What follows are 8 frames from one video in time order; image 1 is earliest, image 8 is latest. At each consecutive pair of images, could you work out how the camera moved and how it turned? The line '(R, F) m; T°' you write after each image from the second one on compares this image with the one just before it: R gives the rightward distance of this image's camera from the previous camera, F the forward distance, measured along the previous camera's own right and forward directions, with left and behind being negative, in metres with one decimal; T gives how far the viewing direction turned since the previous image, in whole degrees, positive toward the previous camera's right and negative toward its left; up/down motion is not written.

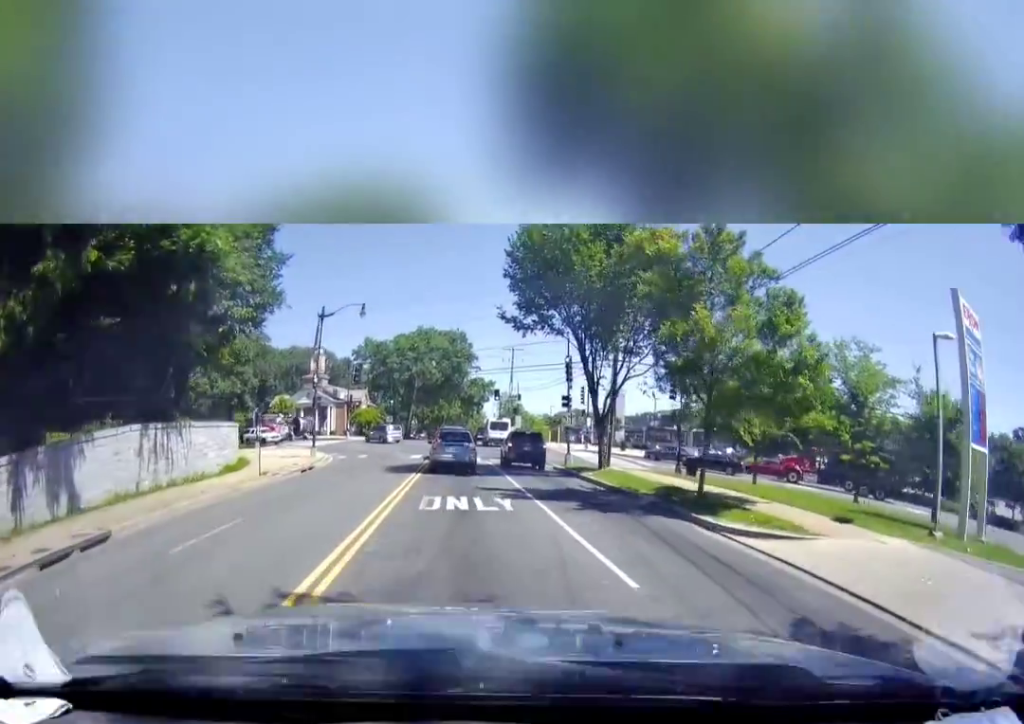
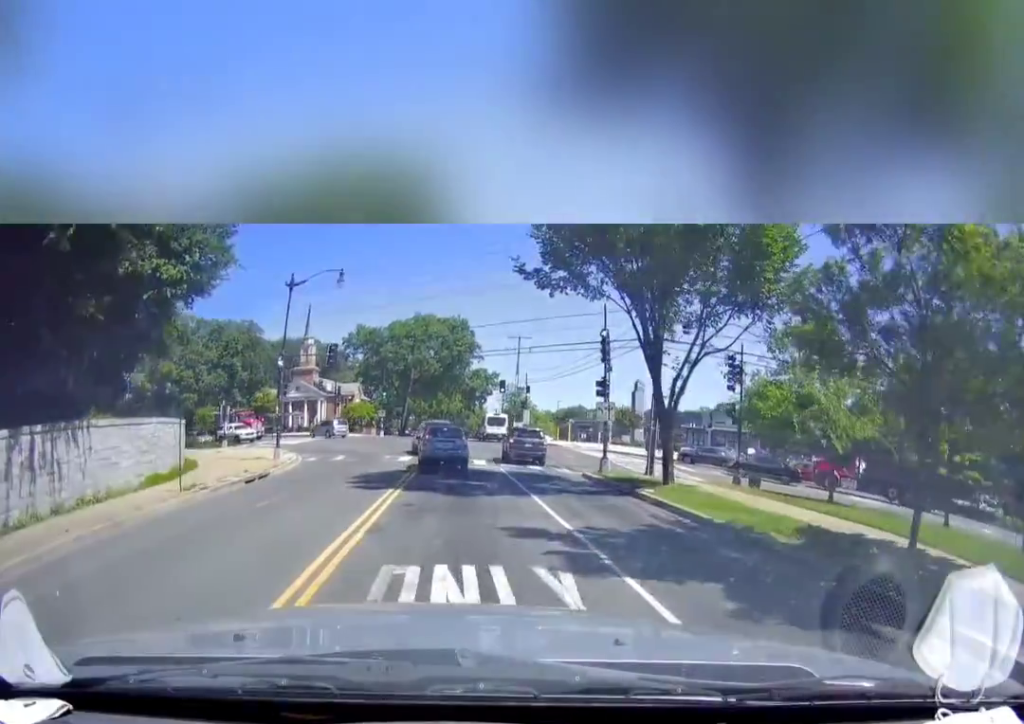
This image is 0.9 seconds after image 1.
(+0.6, +6.7) m; +4°
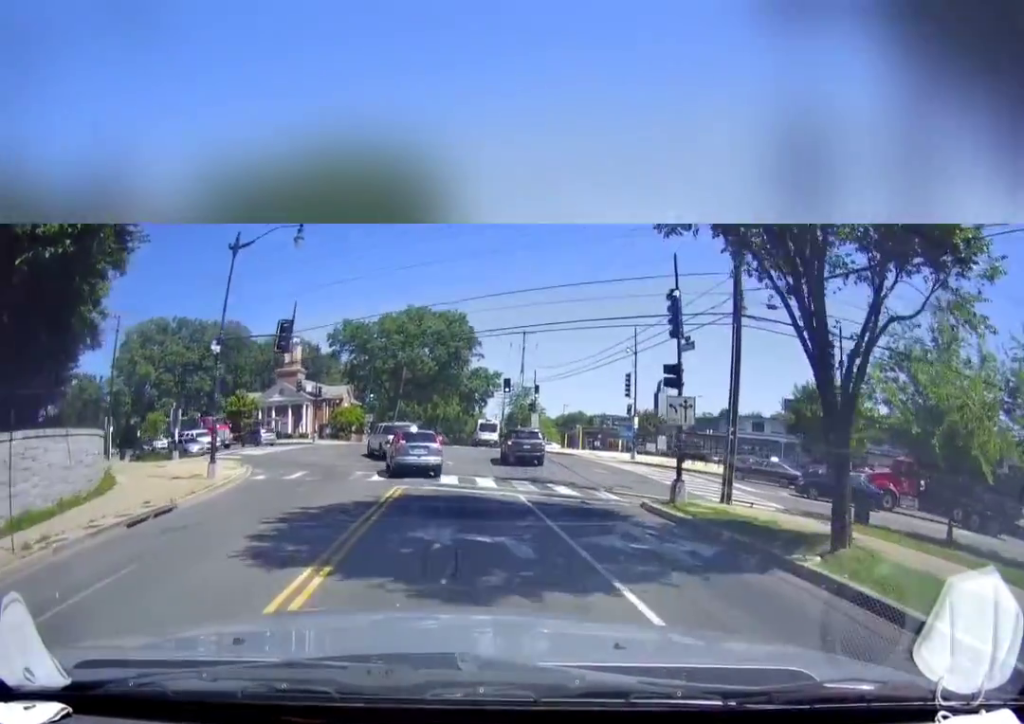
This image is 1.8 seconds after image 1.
(+0.1, +7.9) m; -1°
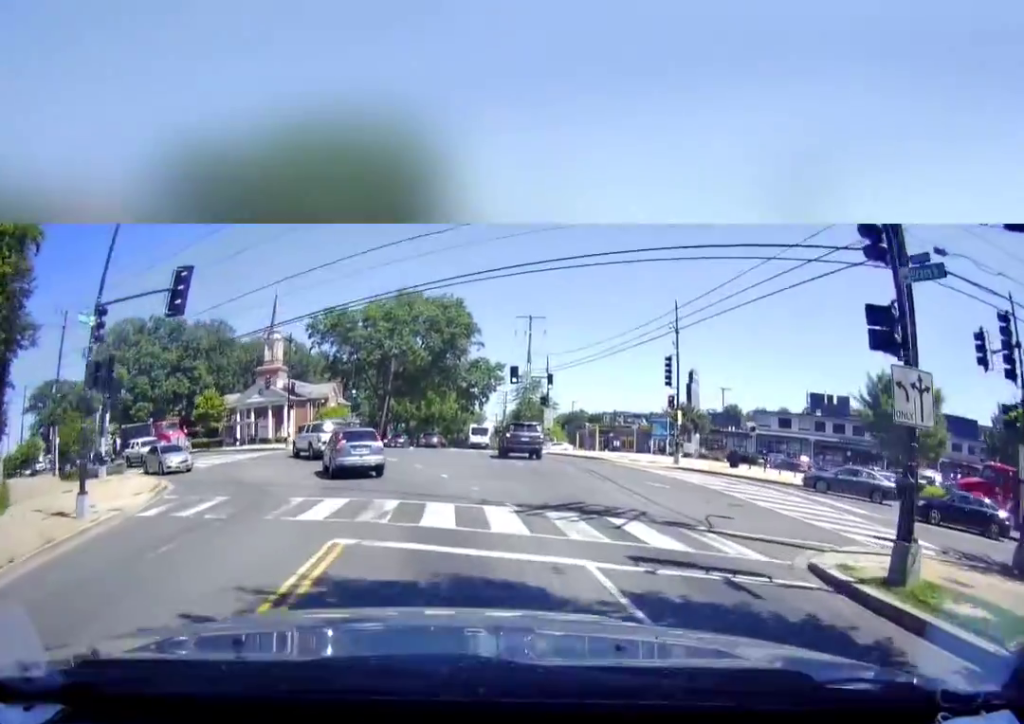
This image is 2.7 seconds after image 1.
(-0.4, +9.2) m; -1°
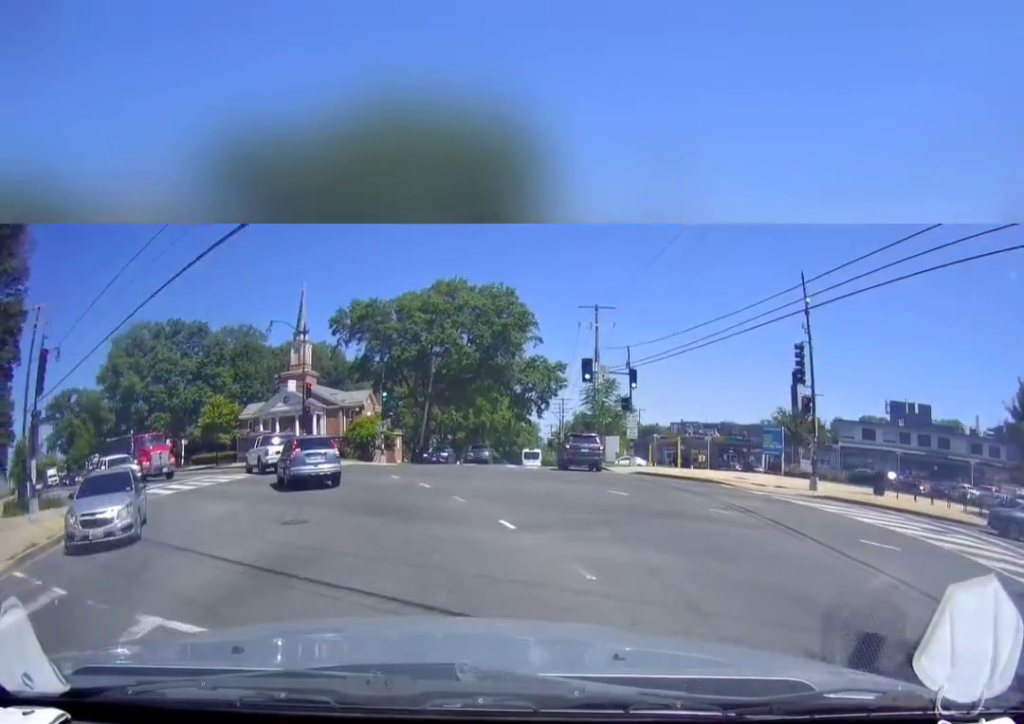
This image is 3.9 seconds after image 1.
(+0.3, +11.2) m; +2°
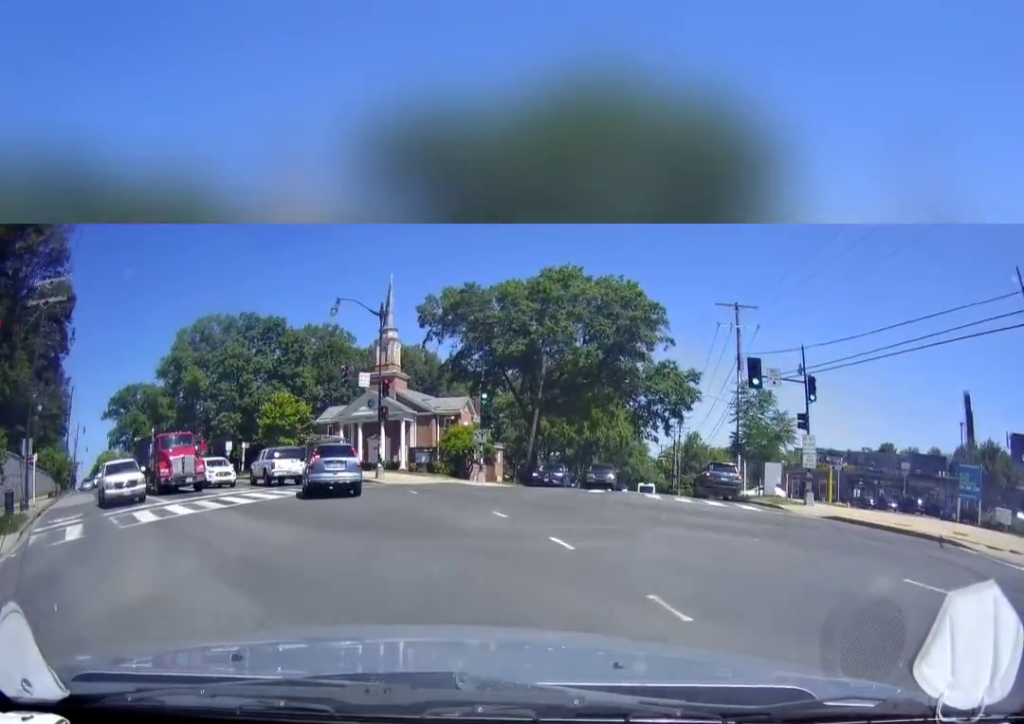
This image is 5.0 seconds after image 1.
(-0.1, +10.7) m; -4°
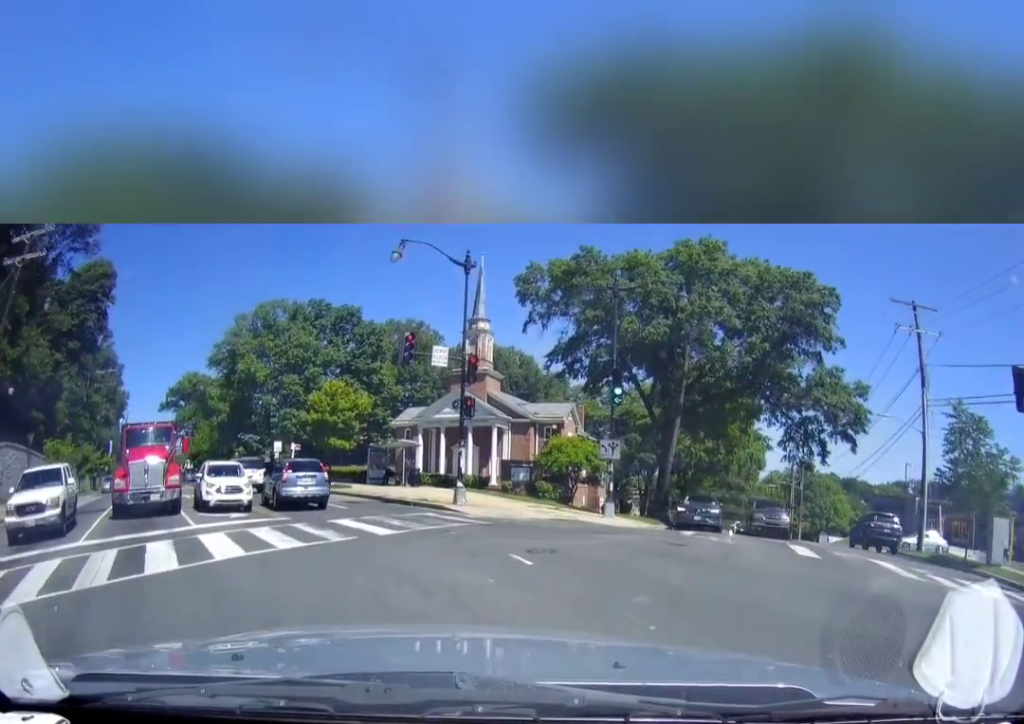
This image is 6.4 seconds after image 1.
(-0.8, +13.0) m; -7°
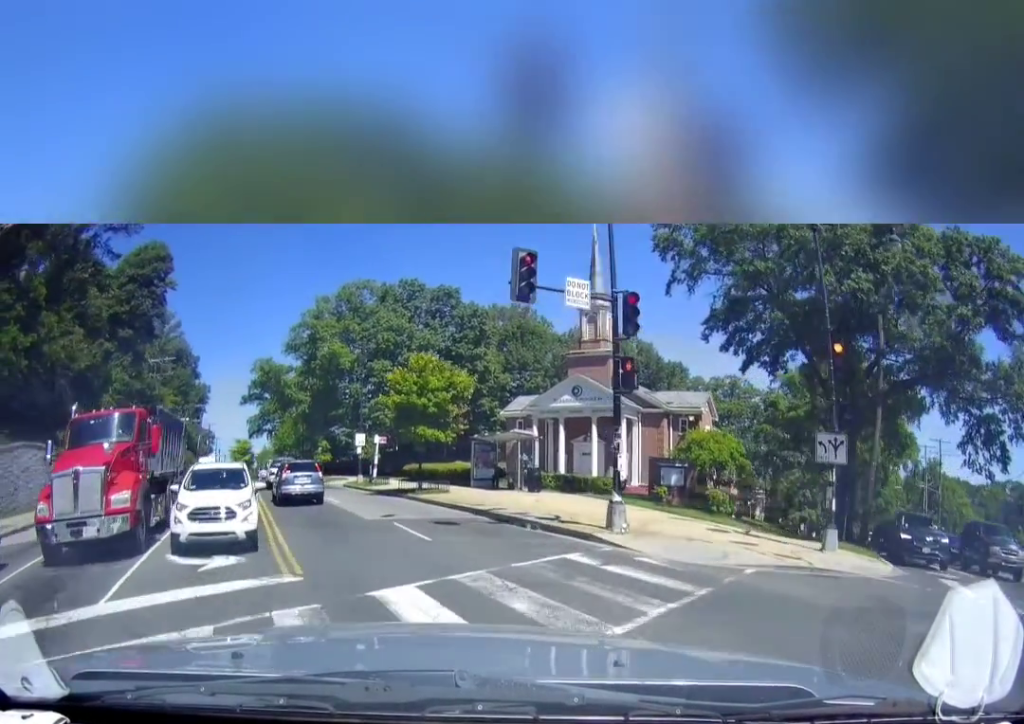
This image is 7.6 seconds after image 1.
(-0.6, +9.6) m; -9°
